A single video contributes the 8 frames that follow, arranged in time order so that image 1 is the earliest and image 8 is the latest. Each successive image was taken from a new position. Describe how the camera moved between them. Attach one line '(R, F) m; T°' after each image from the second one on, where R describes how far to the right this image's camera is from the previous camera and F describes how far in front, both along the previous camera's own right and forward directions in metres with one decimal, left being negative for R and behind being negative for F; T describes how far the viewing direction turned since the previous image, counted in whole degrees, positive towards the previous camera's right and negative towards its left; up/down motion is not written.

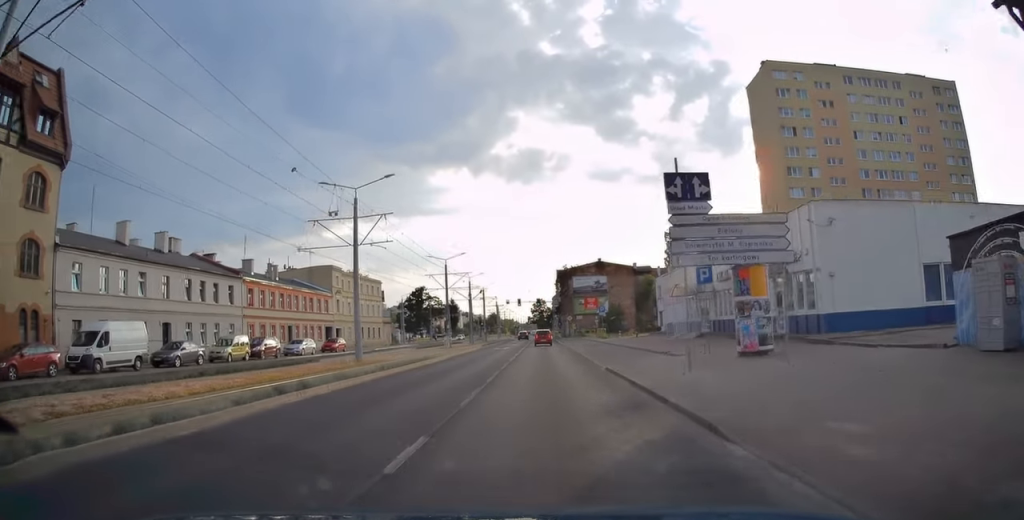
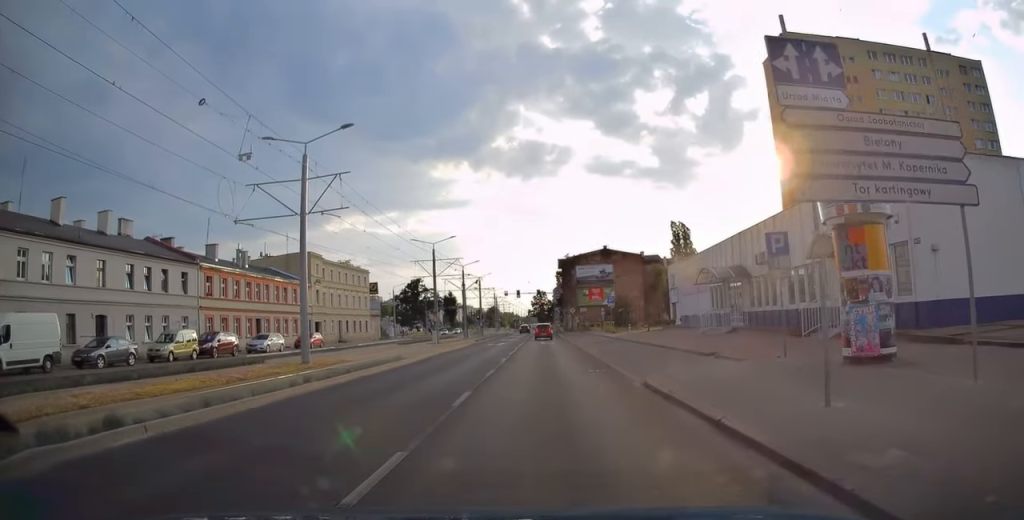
(-0.2, +7.2) m; 0°
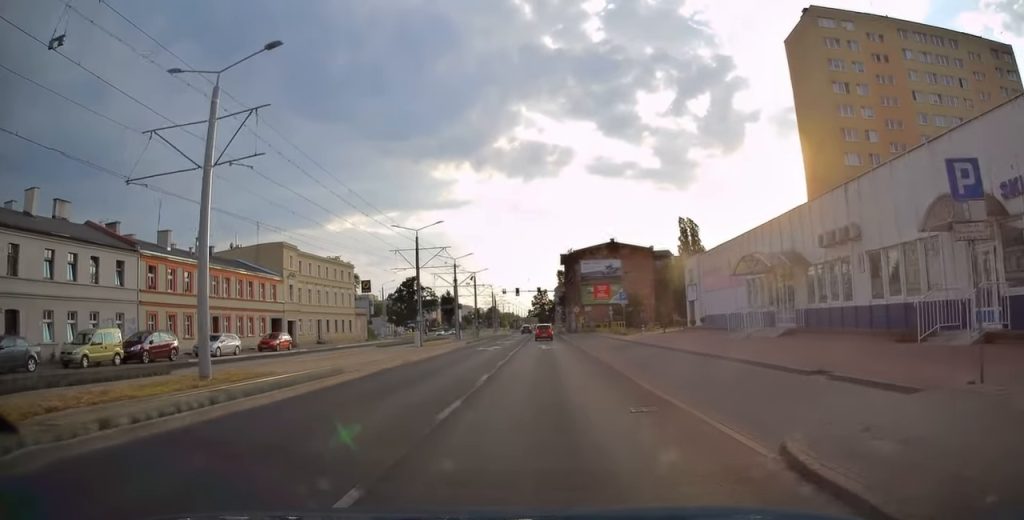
(+0.2, +7.7) m; 0°
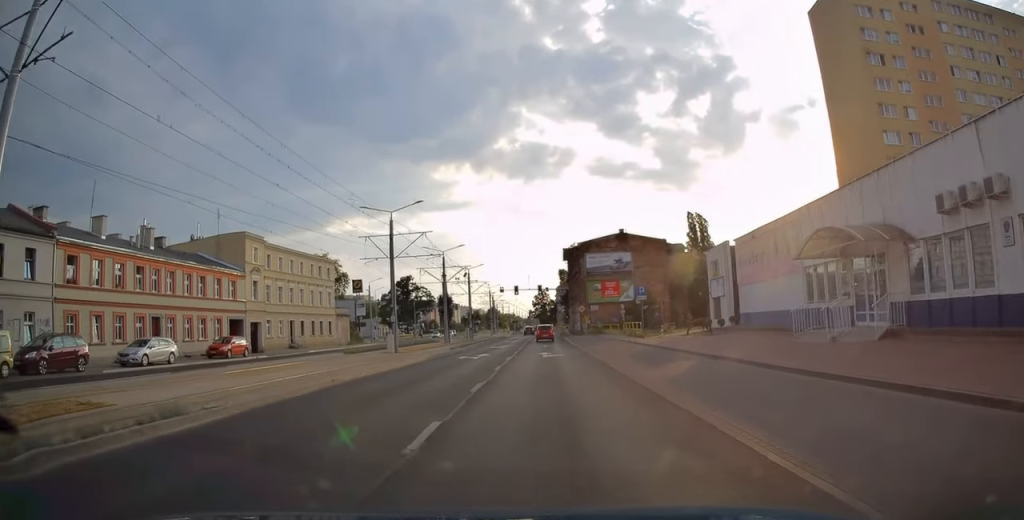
(+0.2, +8.3) m; 0°
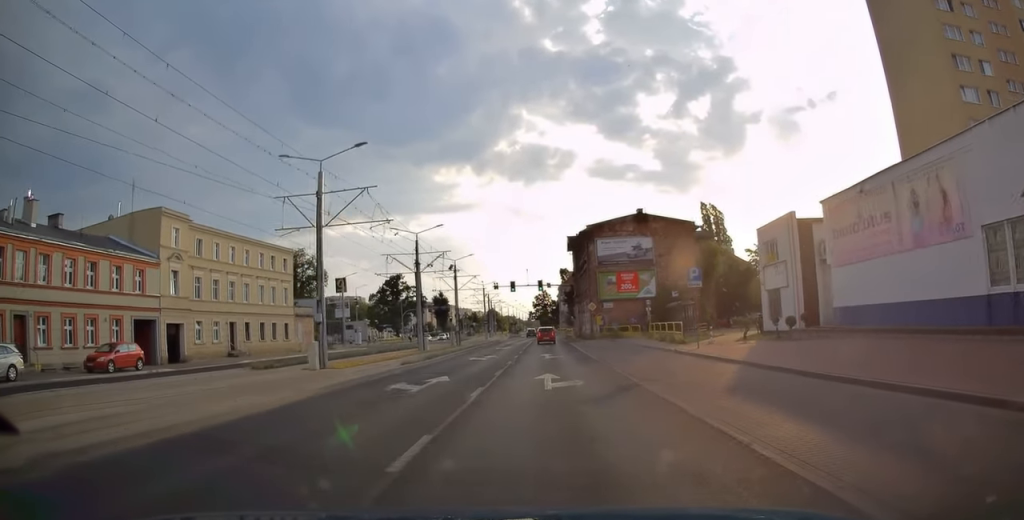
(-0.3, +12.9) m; 0°
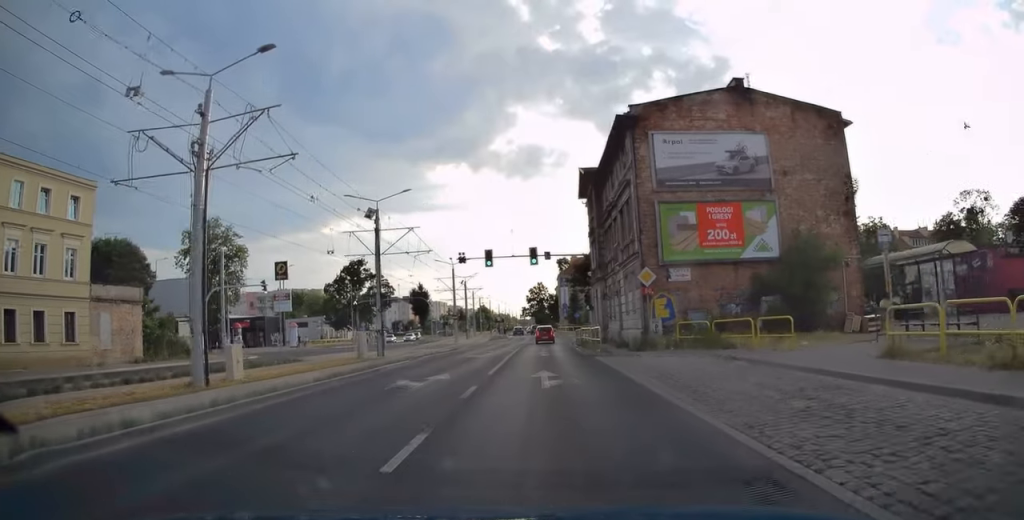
(+0.1, +29.7) m; 0°
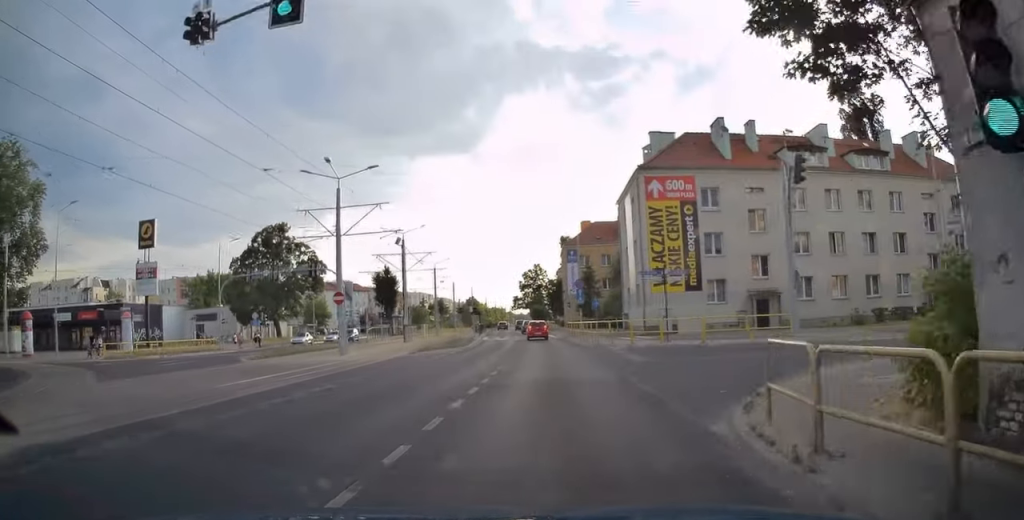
(+0.7, +37.9) m; +2°
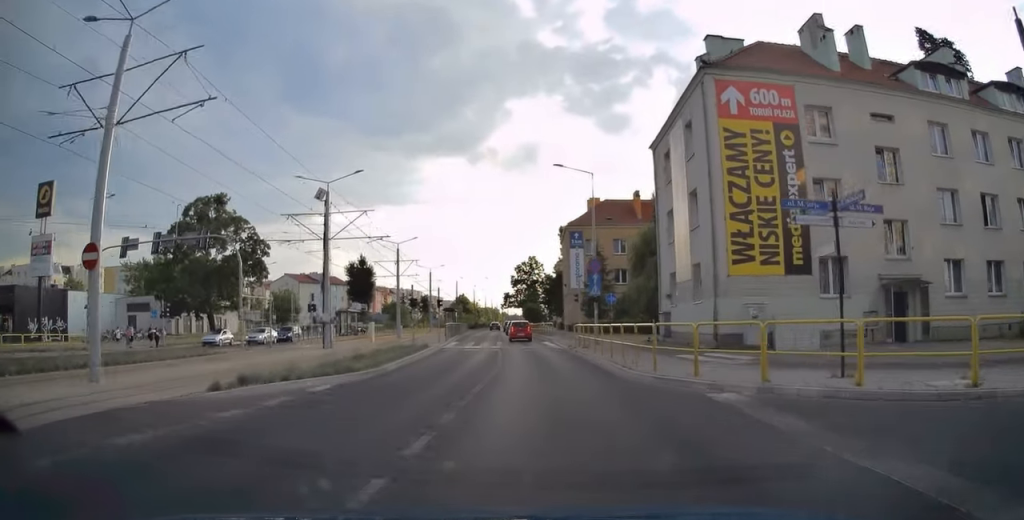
(0.0, +16.6) m; -1°
